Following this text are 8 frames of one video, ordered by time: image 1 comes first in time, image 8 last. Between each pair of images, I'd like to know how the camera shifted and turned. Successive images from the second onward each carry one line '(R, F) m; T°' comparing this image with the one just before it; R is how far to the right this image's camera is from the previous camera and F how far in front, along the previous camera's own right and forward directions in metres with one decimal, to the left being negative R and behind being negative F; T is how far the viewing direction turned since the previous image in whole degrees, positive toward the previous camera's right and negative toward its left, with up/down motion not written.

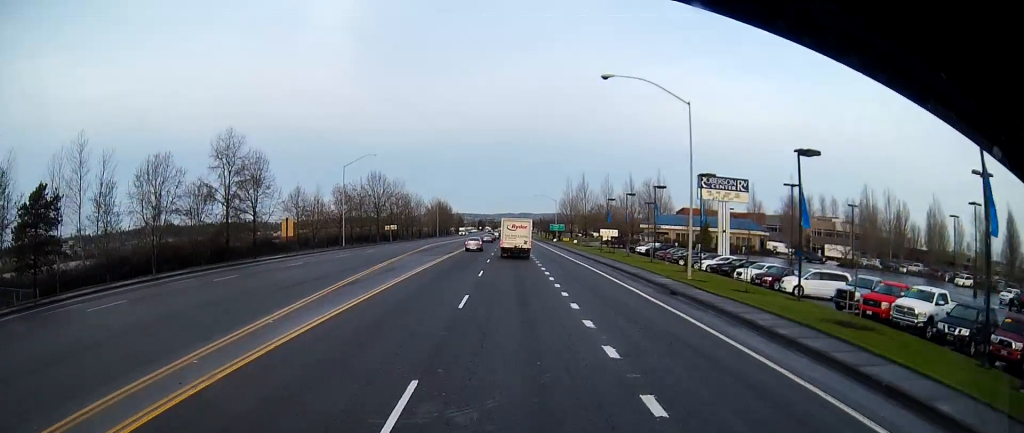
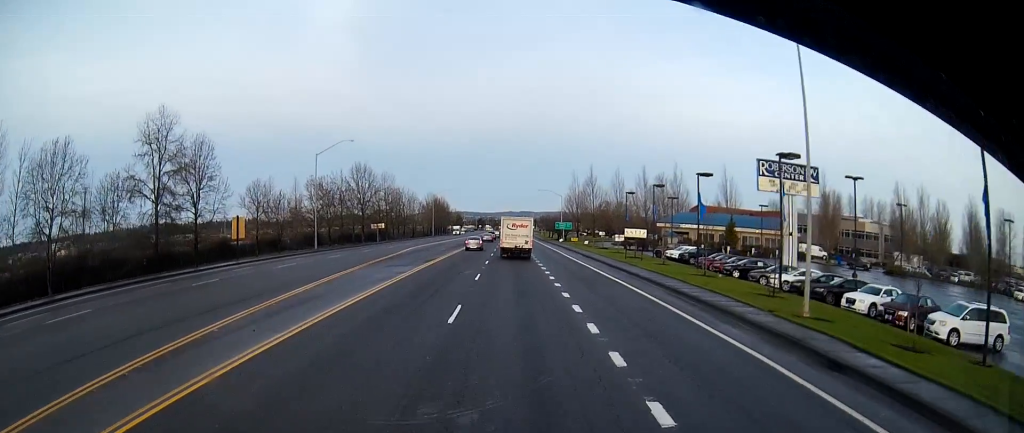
(-0.1, +15.4) m; 0°
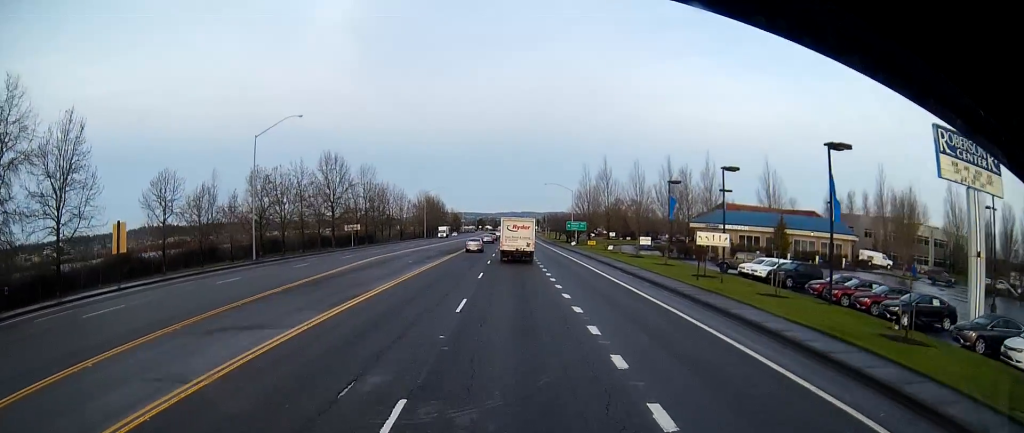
(+0.2, +23.0) m; -1°
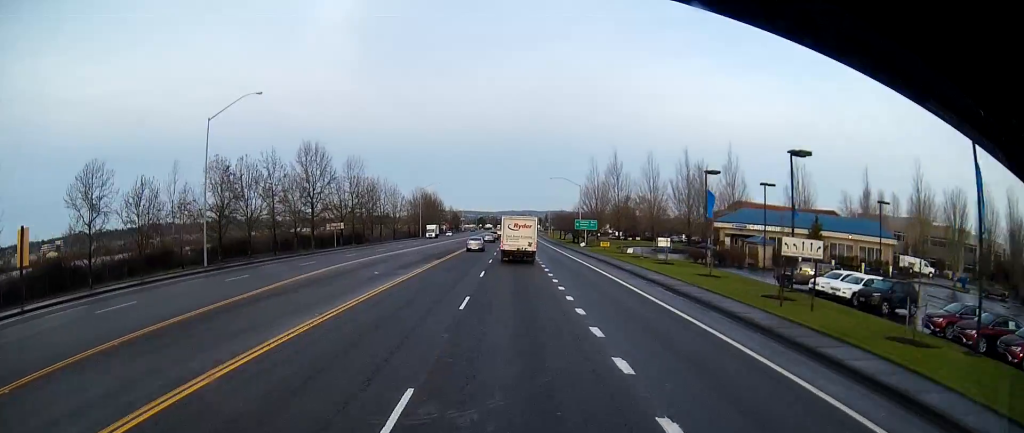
(-0.3, +12.1) m; -1°
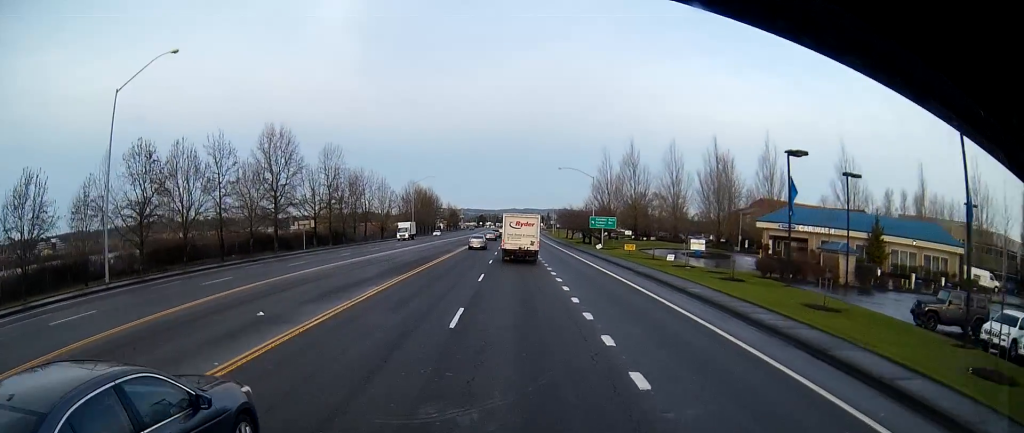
(0.0, +16.4) m; 0°
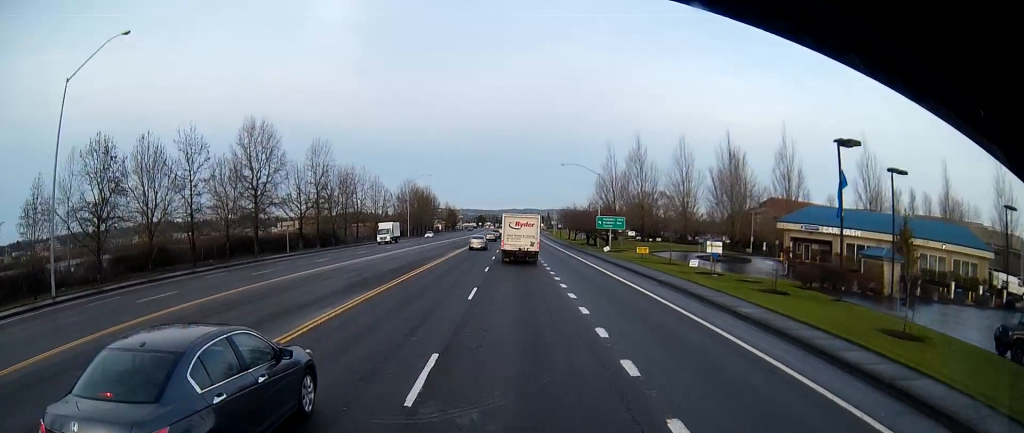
(+0.1, +6.5) m; 0°
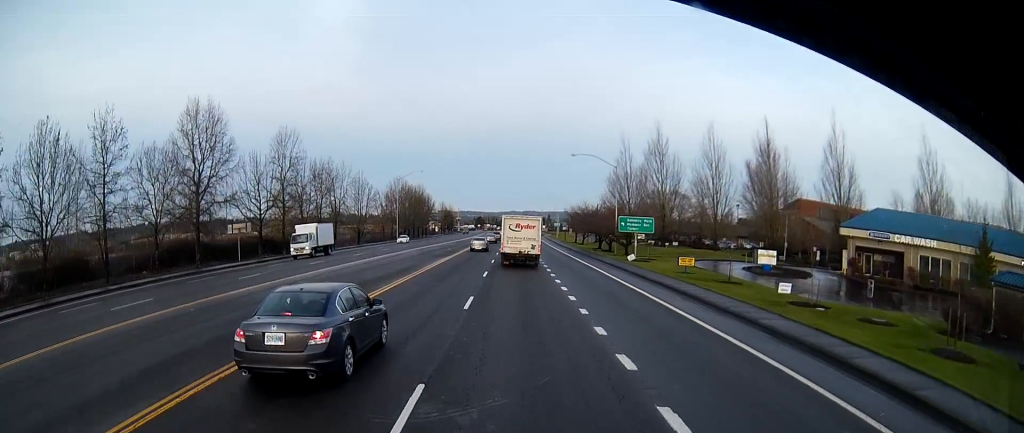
(-0.3, +14.7) m; 0°
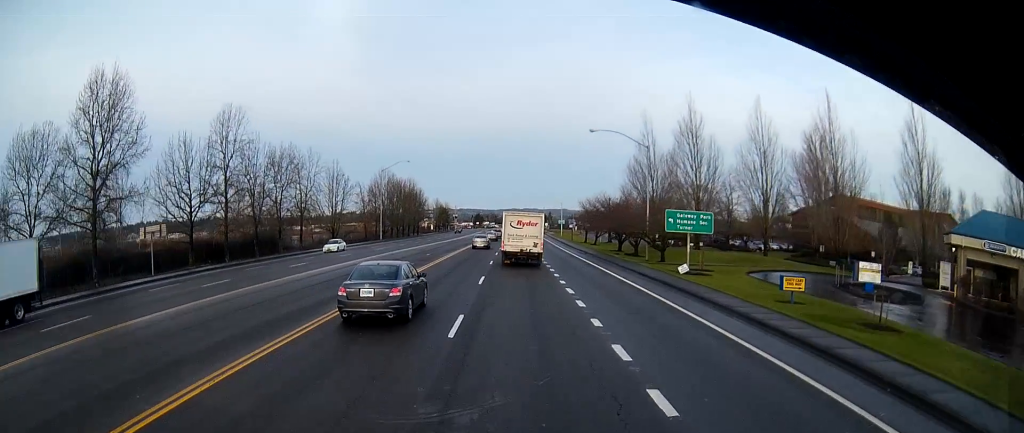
(+0.1, +17.2) m; 0°
